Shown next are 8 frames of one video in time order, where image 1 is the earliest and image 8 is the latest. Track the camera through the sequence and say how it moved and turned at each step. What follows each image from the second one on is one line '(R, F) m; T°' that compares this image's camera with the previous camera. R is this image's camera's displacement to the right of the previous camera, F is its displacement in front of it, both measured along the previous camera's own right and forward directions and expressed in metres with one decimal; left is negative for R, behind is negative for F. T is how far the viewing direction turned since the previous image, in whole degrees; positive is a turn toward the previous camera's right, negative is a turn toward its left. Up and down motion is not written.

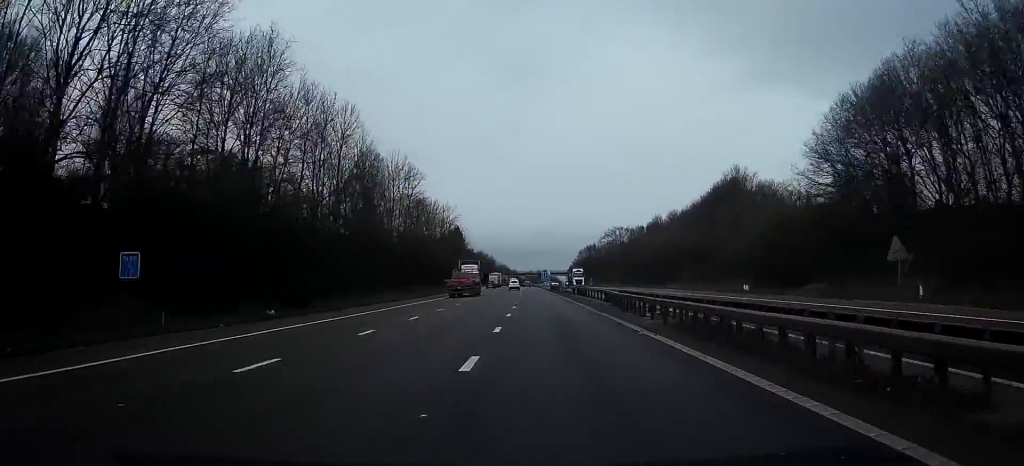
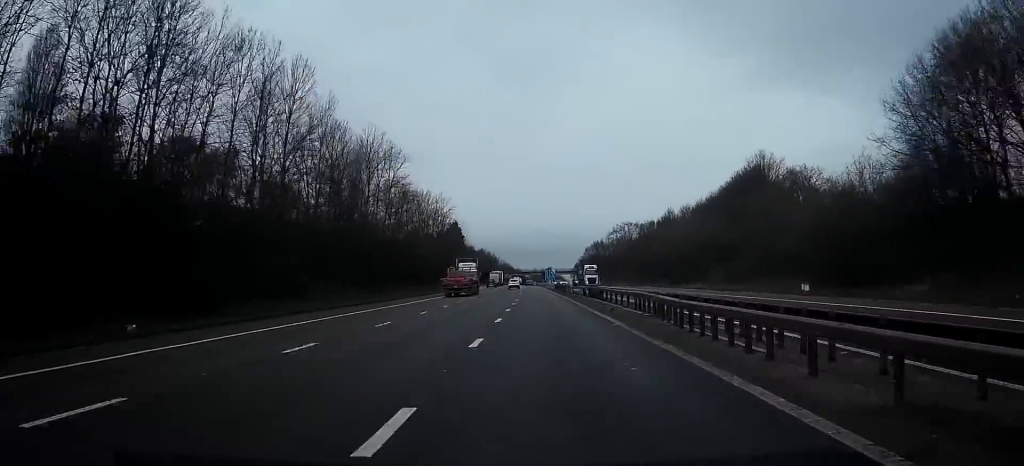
(0.0, +14.0) m; 0°
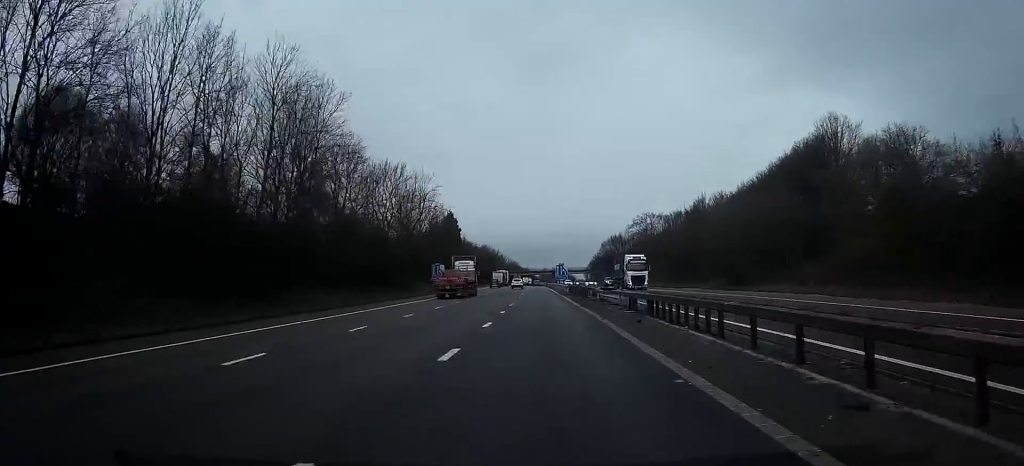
(-0.1, +29.3) m; -1°
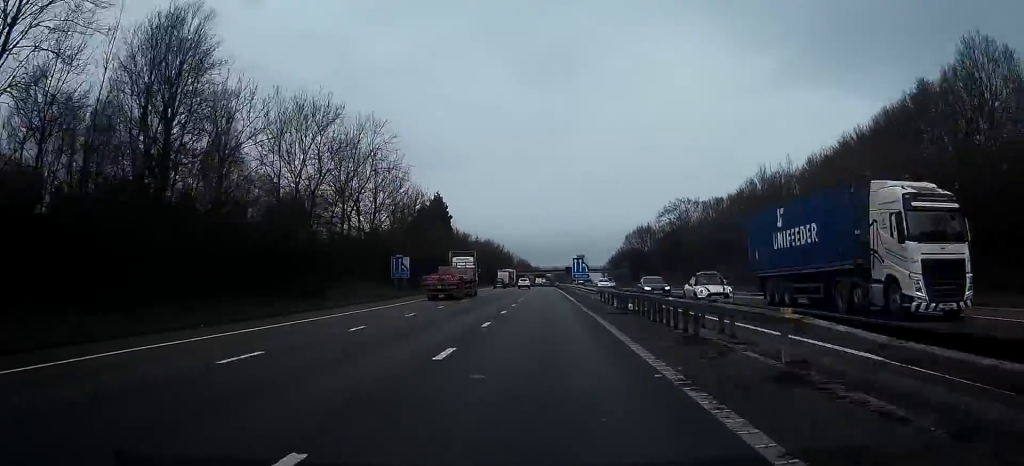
(-0.3, +35.9) m; -1°
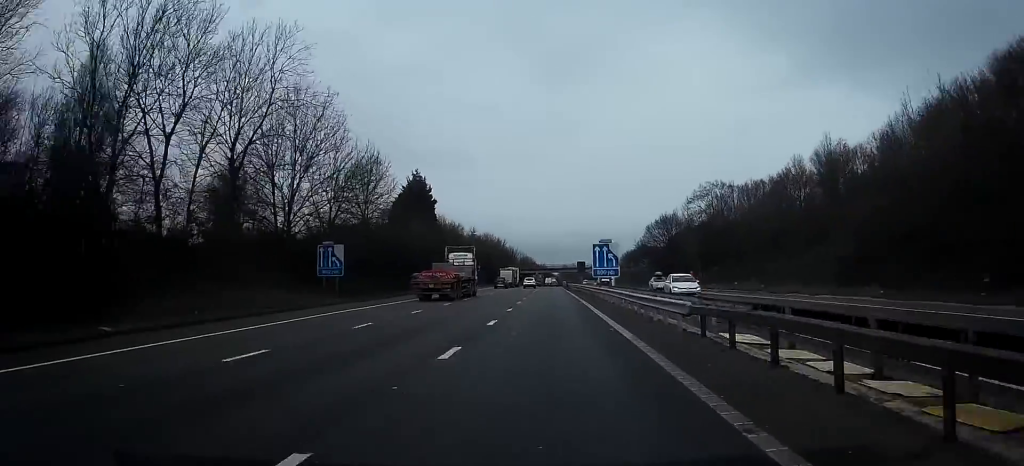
(-0.2, +26.8) m; 0°
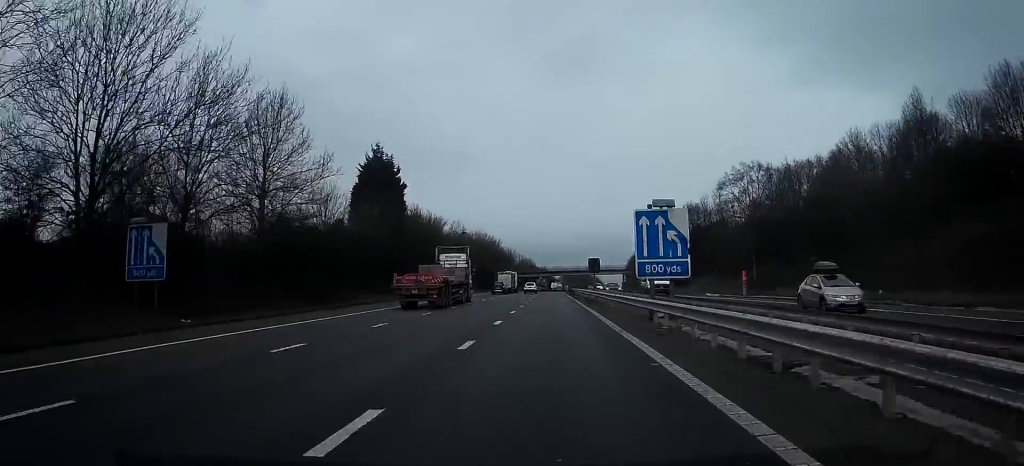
(-0.1, +24.9) m; 0°
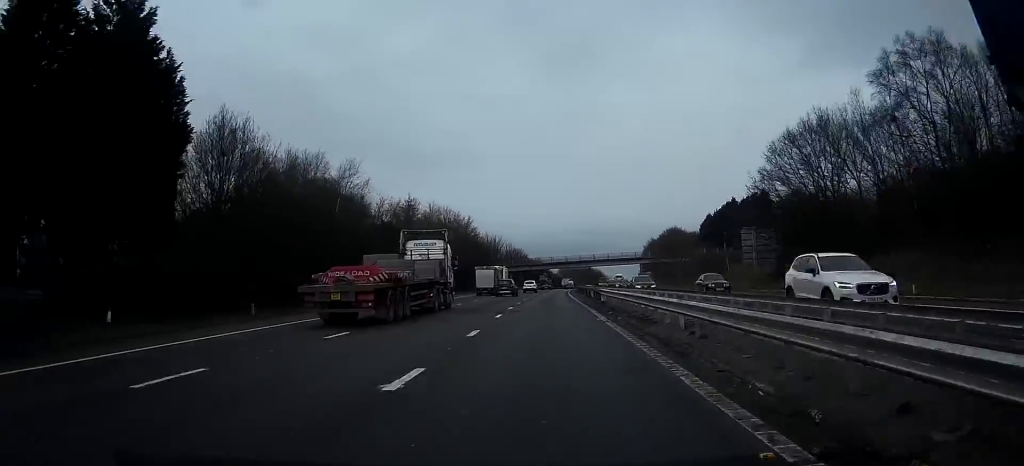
(+0.2, +59.5) m; 0°
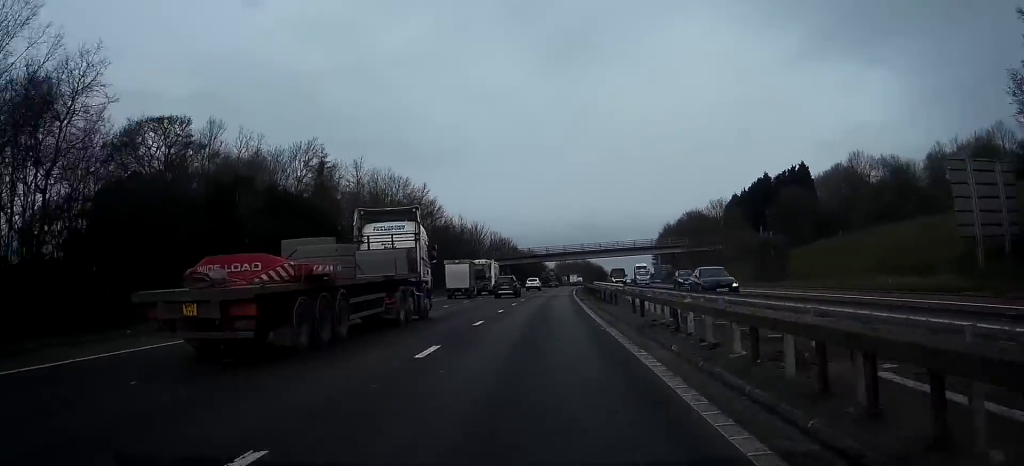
(+0.1, +40.7) m; 0°
